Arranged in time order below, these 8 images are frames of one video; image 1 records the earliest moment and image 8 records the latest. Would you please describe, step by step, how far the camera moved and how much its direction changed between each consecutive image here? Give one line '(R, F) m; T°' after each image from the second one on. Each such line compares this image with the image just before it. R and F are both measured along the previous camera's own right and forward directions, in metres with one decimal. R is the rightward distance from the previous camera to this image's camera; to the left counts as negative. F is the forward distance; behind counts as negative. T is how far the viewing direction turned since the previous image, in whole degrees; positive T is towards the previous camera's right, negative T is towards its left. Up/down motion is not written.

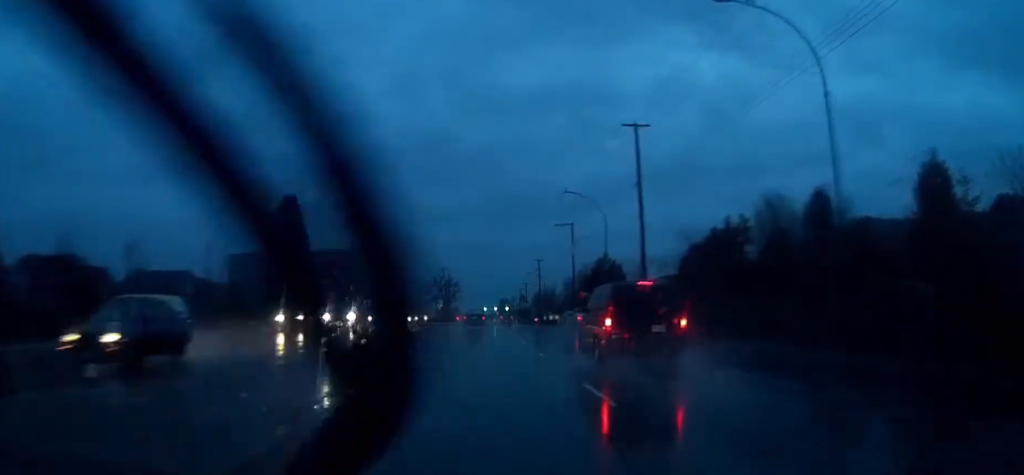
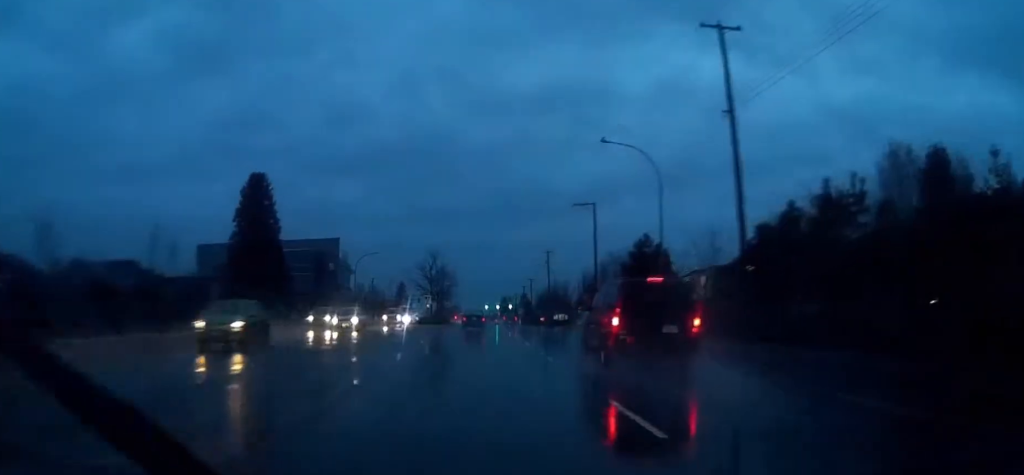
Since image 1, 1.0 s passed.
(0.0, +20.5) m; 0°
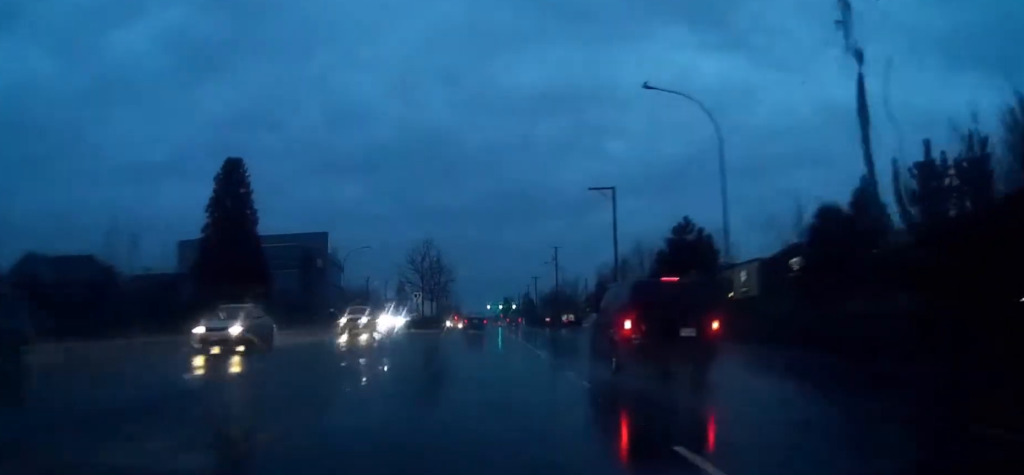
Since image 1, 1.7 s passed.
(0.0, +12.6) m; 0°
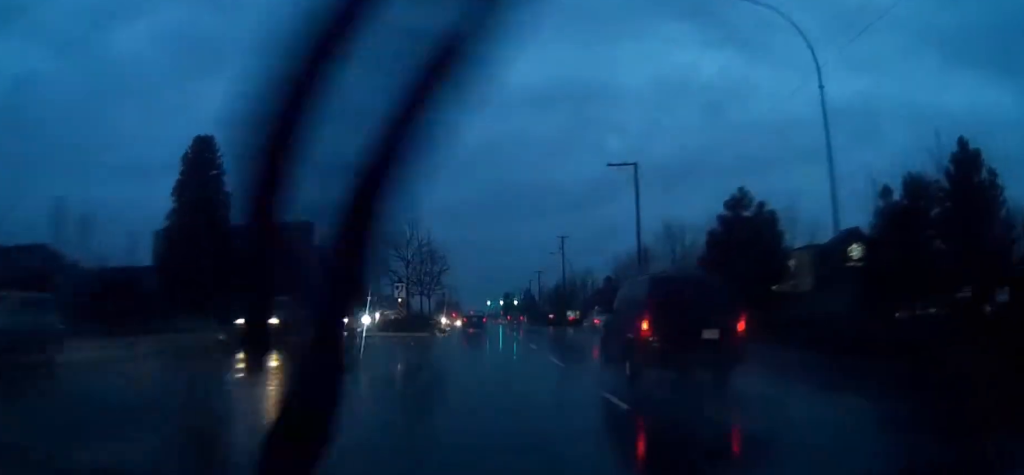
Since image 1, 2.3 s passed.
(0.0, +11.7) m; 0°
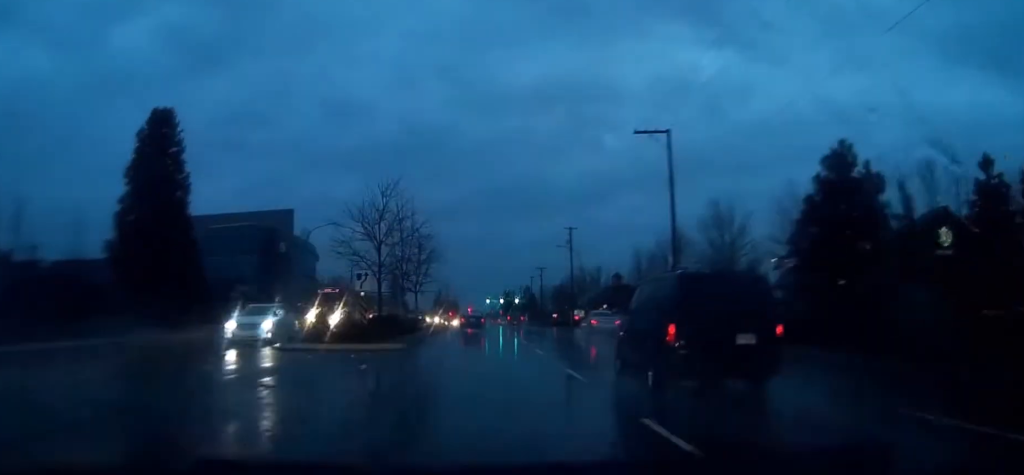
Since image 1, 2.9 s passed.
(0.0, +12.8) m; 0°
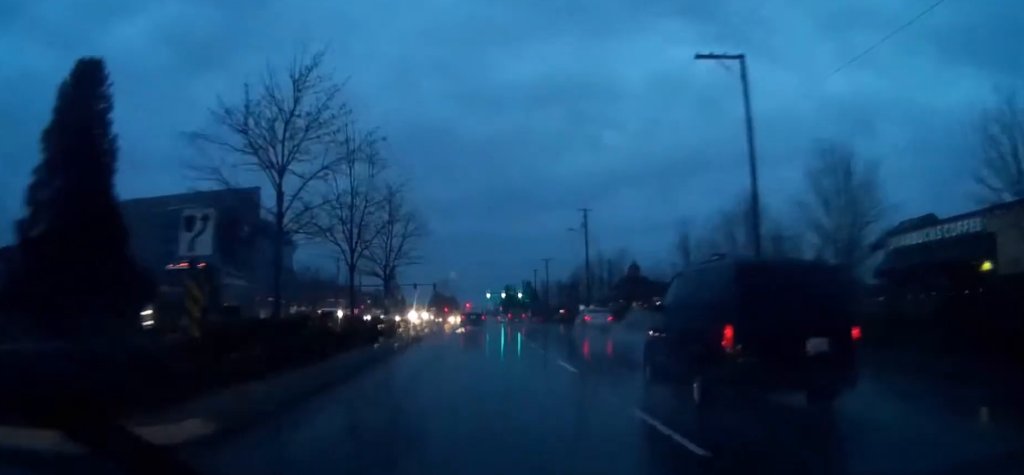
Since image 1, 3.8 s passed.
(0.0, +17.1) m; 0°
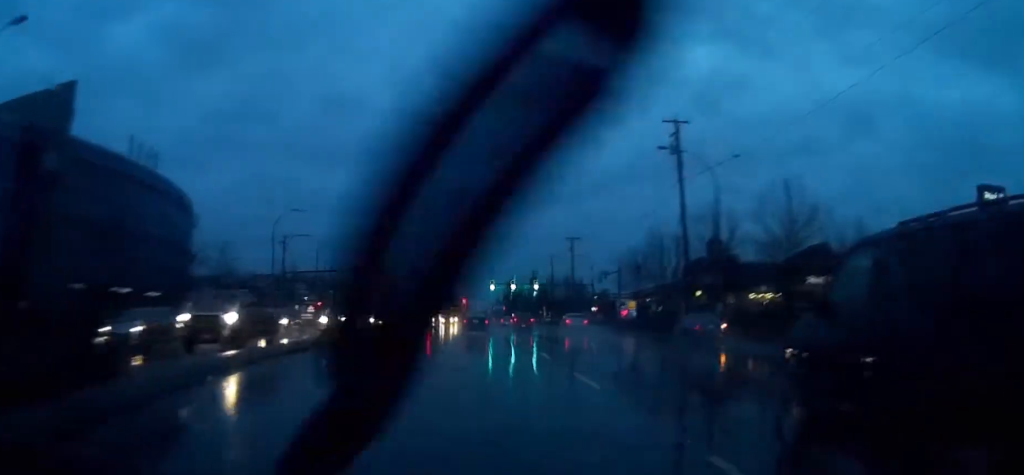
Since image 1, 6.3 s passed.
(+0.2, +47.1) m; 0°
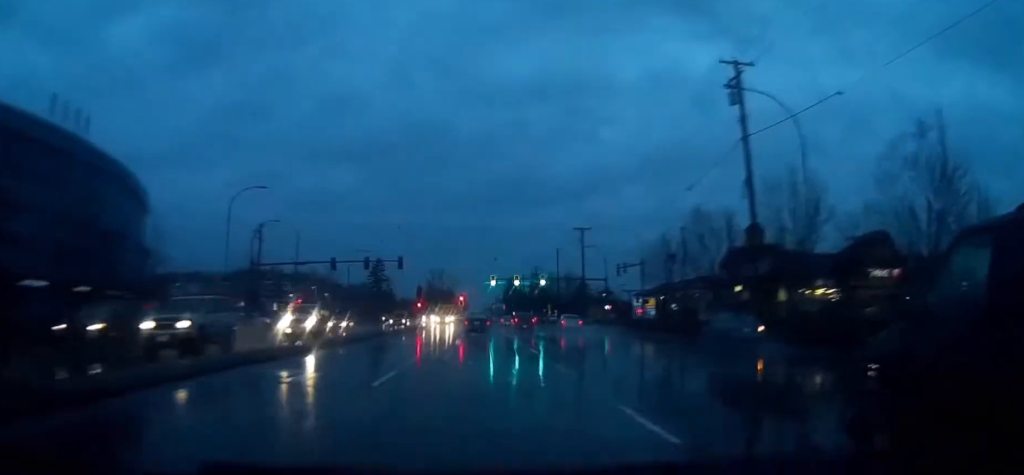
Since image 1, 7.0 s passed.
(0.0, +13.8) m; 0°
